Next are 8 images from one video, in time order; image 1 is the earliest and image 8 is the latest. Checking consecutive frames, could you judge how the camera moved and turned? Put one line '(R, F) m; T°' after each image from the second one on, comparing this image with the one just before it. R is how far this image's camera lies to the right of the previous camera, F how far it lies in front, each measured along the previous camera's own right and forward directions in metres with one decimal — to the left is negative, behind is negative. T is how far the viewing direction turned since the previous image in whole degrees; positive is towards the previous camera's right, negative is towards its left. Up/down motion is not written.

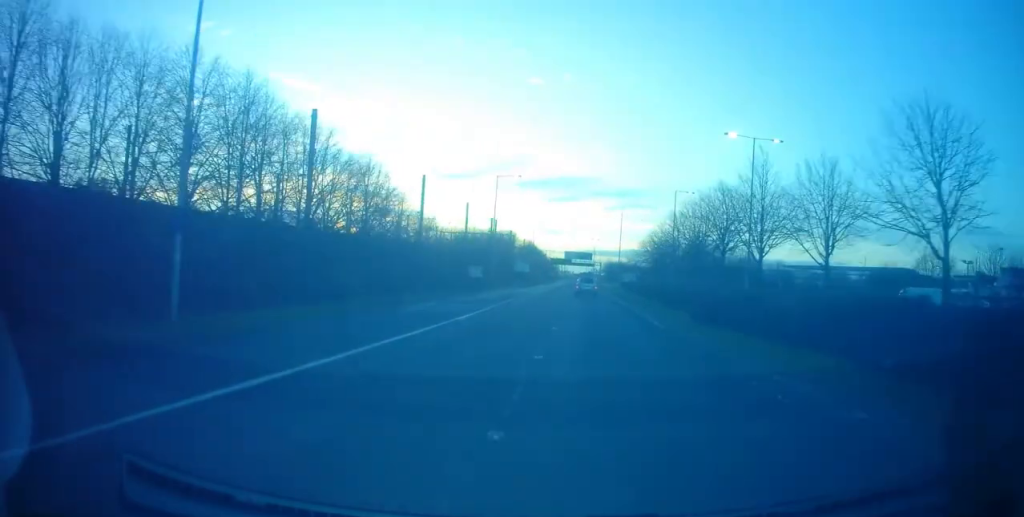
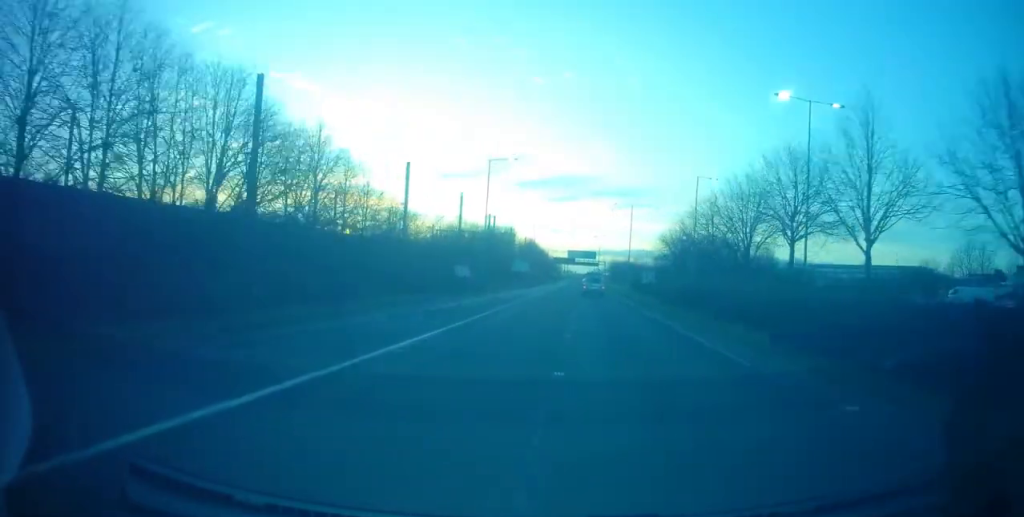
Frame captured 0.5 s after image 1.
(-0.1, +9.1) m; 0°
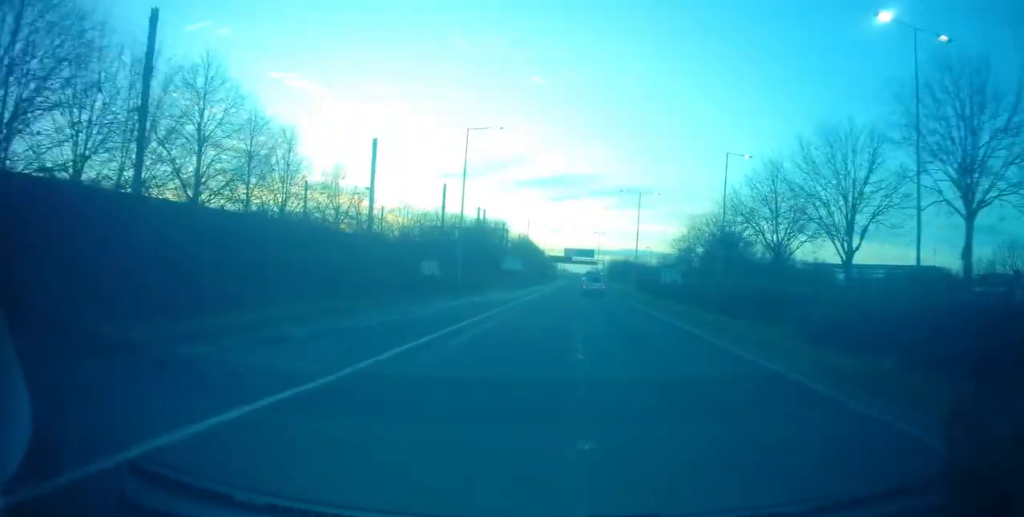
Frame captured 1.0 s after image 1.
(-0.1, +11.0) m; +1°
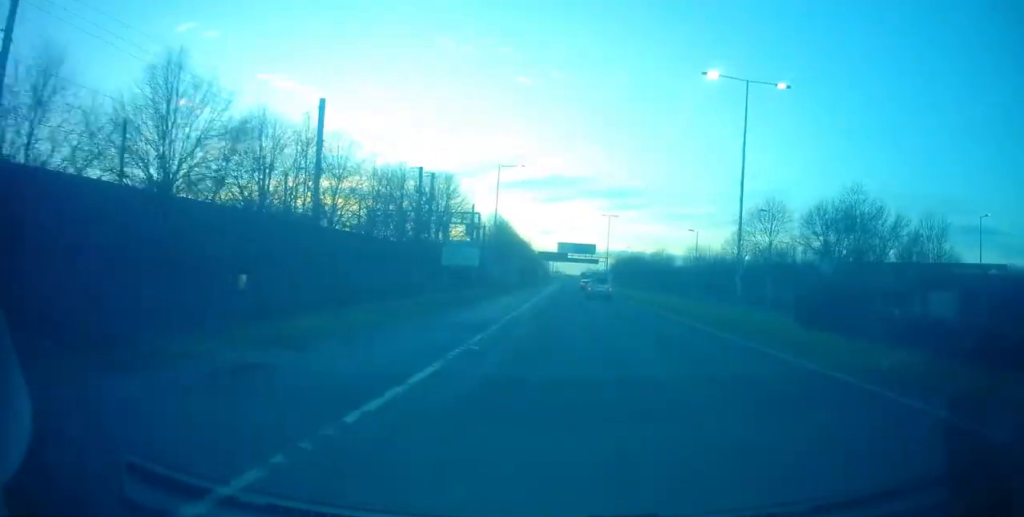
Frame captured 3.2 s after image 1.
(+0.1, +41.5) m; 0°
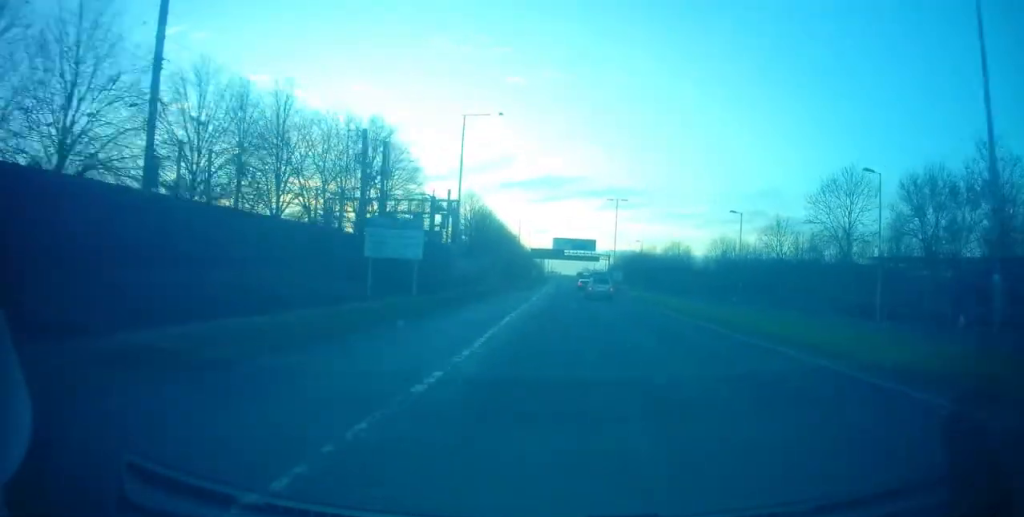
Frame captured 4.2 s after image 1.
(+0.4, +18.4) m; 0°
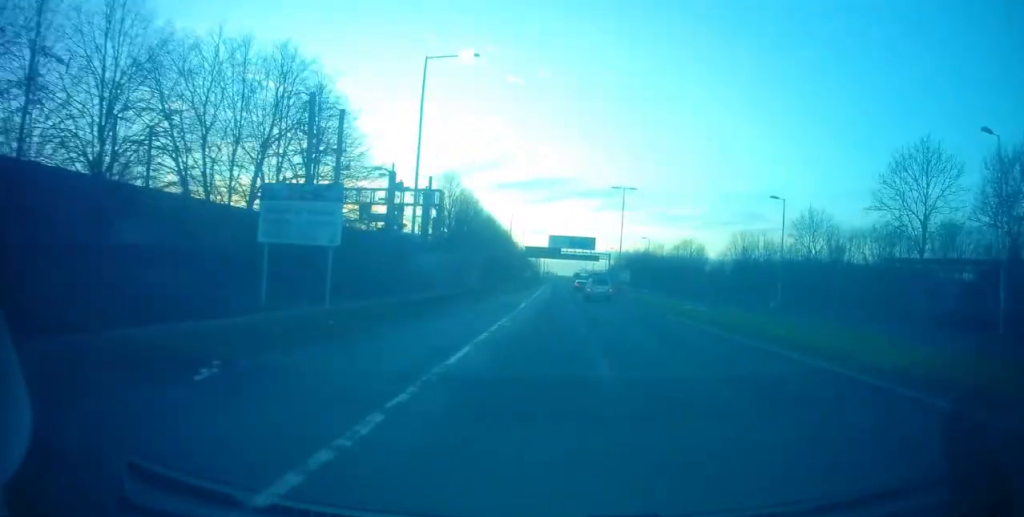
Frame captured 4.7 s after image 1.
(-0.2, +10.8) m; 0°
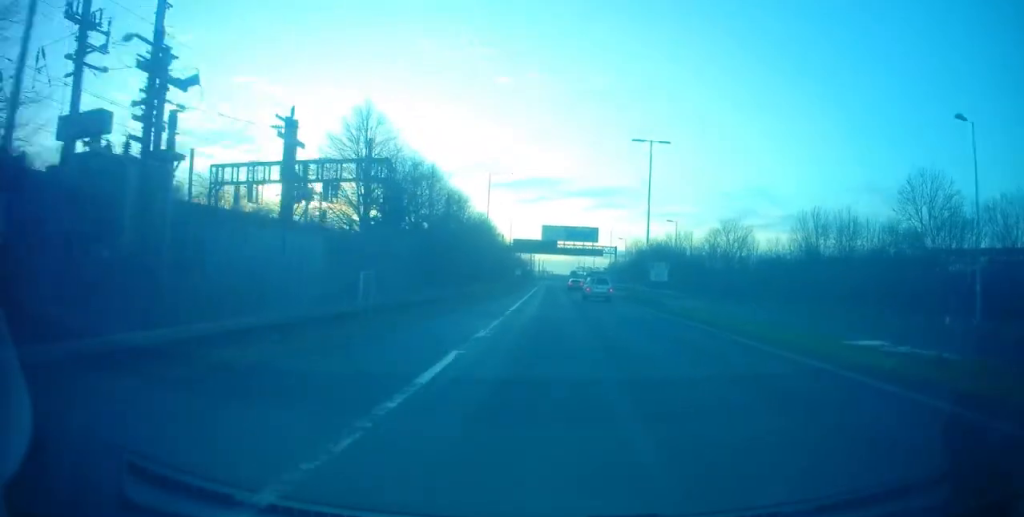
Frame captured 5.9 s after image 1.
(+0.1, +22.2) m; +1°
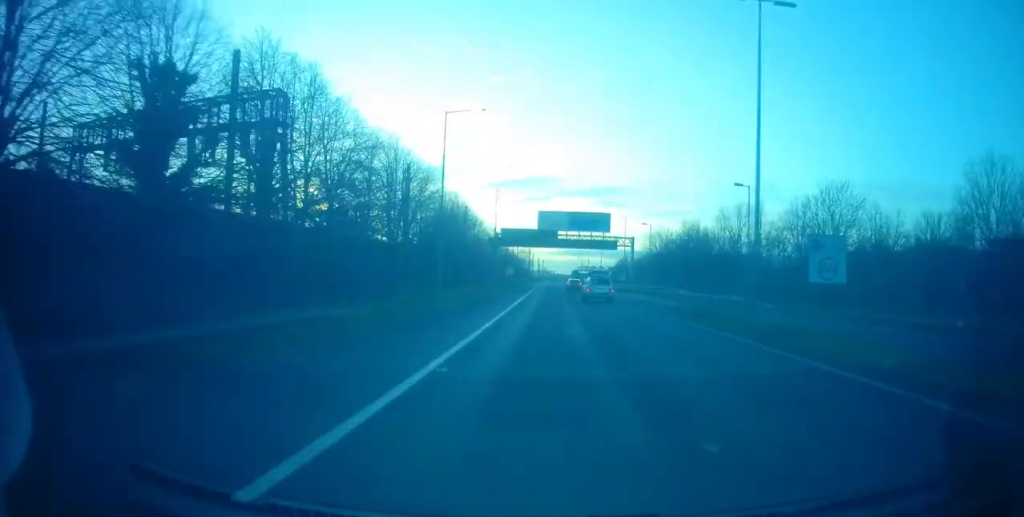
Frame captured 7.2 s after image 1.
(+0.2, +23.8) m; 0°
